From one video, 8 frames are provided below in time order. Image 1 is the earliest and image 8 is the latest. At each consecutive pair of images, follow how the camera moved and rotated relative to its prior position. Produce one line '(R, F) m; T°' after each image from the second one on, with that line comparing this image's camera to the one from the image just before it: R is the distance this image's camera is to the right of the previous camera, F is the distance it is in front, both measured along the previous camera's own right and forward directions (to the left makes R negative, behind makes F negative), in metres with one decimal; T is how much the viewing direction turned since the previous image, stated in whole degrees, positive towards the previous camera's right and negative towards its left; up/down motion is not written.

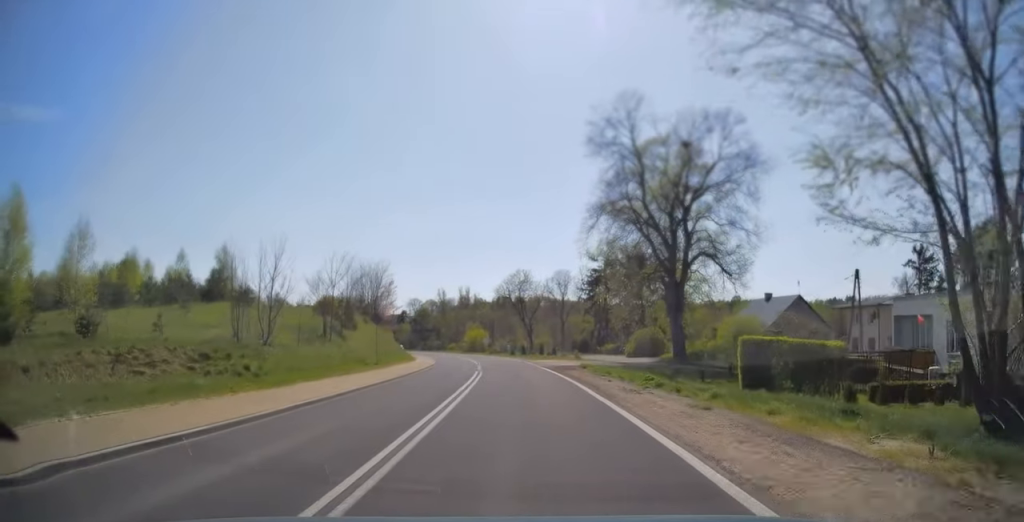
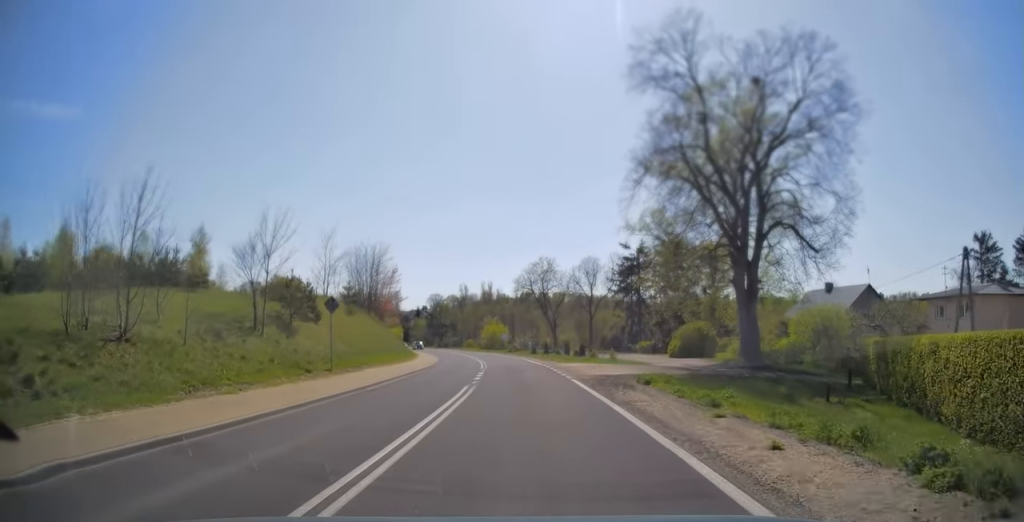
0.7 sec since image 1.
(-0.2, +12.0) m; -2°
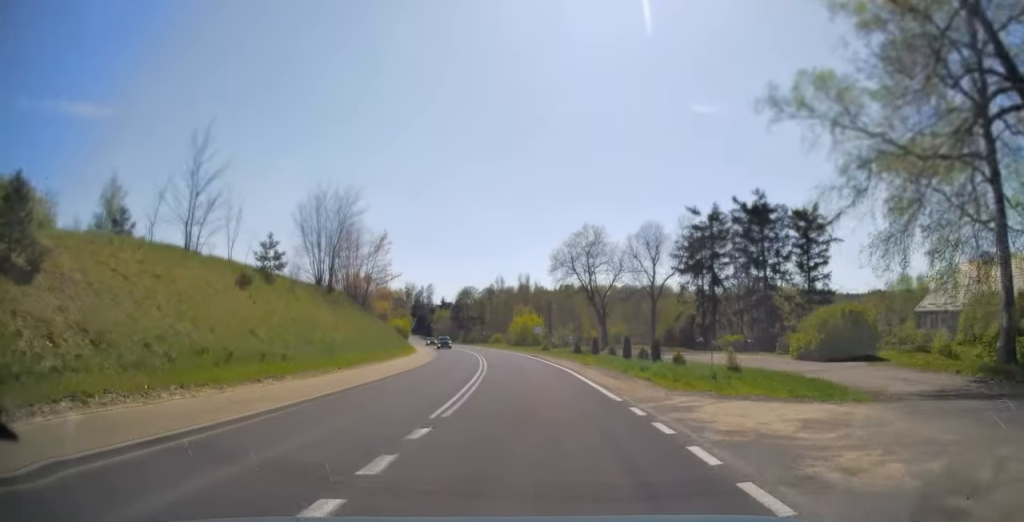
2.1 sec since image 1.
(-0.9, +23.2) m; -5°
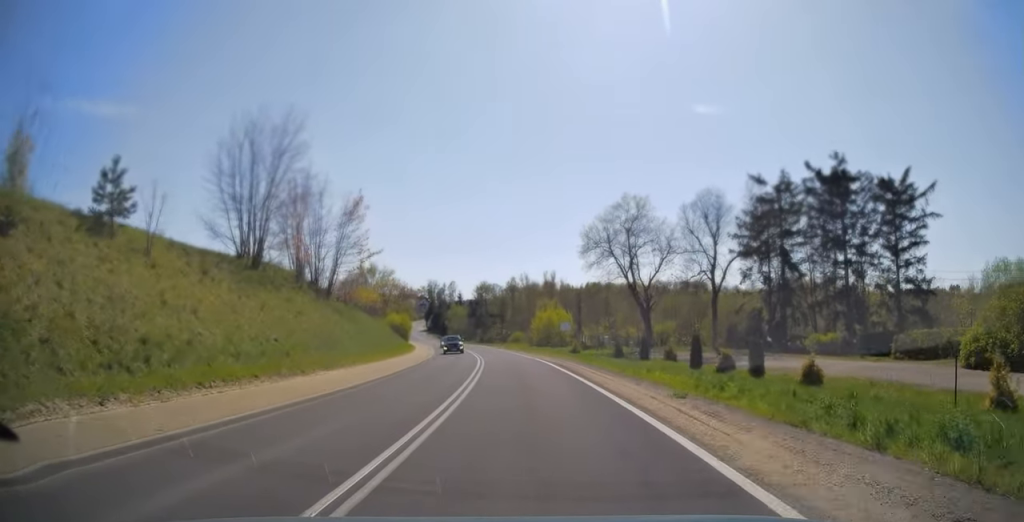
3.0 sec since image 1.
(-0.5, +15.6) m; -3°
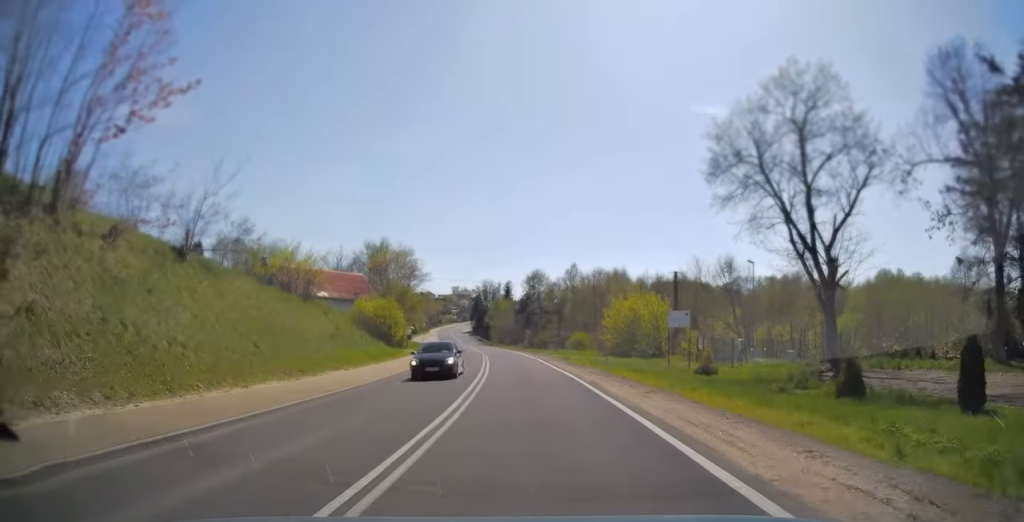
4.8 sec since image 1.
(-1.1, +30.6) m; -5°
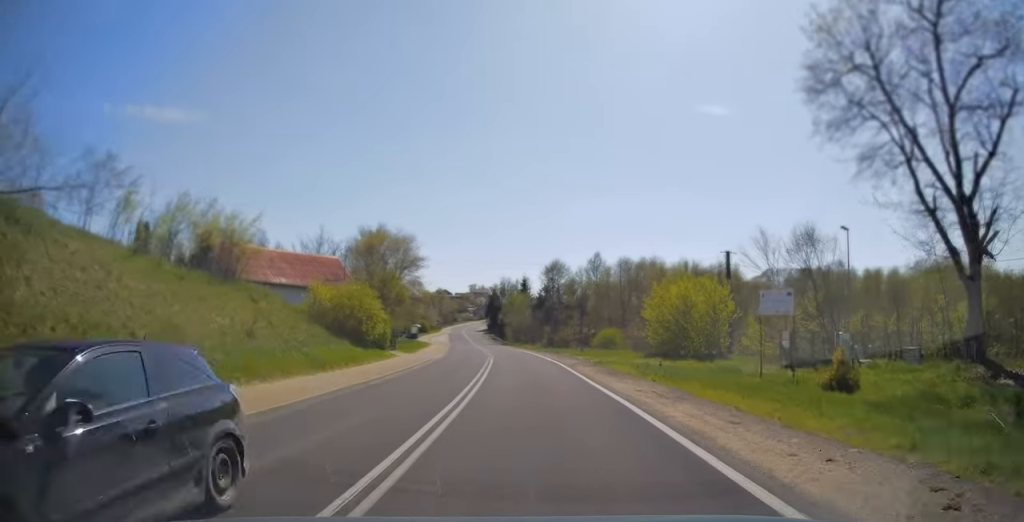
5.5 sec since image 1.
(-0.2, +11.1) m; -2°
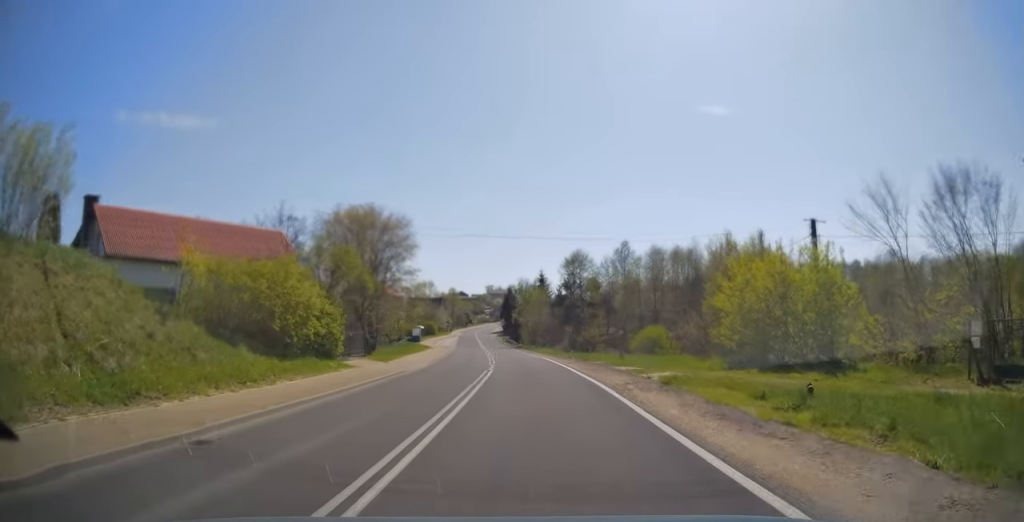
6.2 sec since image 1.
(-0.2, +12.5) m; -2°
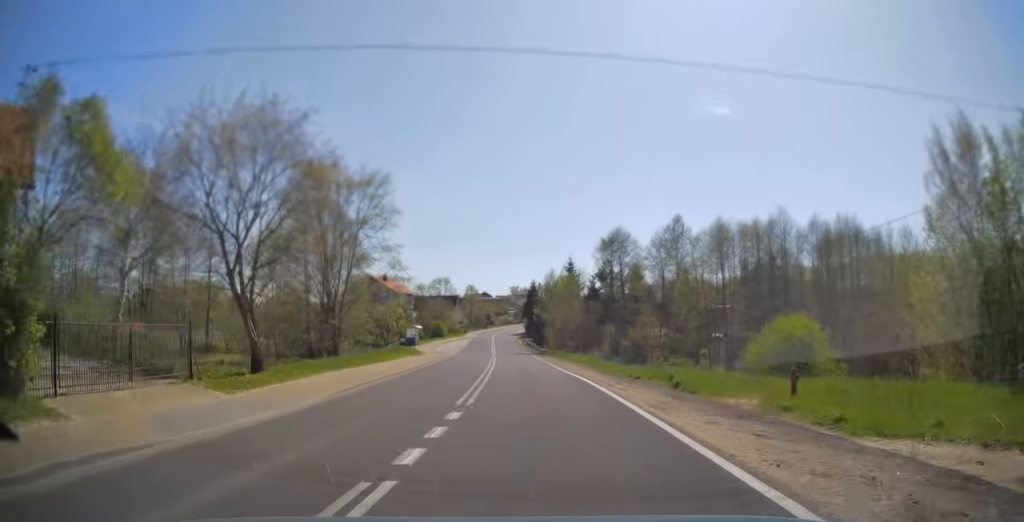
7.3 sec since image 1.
(-0.4, +19.3) m; -3°
